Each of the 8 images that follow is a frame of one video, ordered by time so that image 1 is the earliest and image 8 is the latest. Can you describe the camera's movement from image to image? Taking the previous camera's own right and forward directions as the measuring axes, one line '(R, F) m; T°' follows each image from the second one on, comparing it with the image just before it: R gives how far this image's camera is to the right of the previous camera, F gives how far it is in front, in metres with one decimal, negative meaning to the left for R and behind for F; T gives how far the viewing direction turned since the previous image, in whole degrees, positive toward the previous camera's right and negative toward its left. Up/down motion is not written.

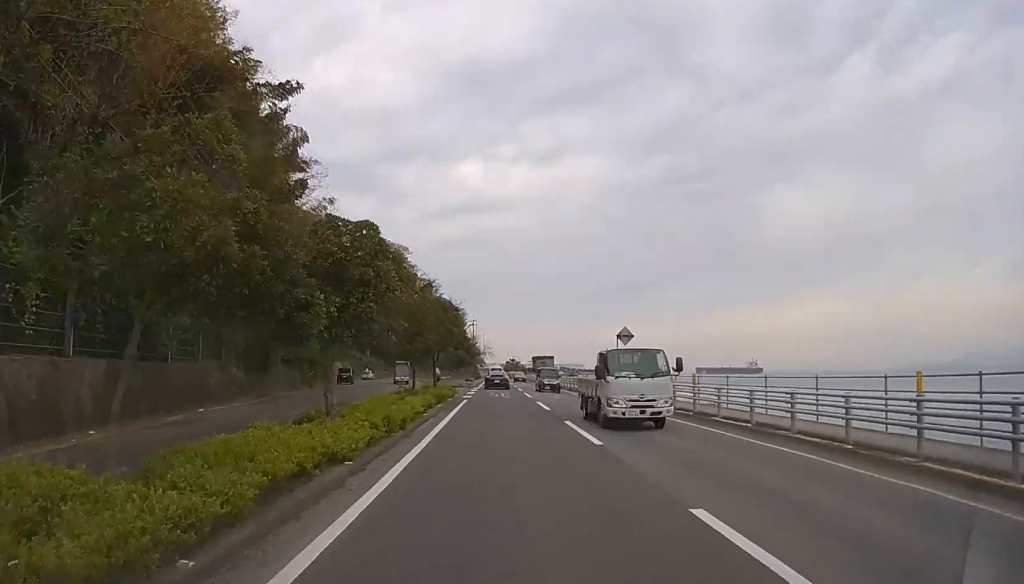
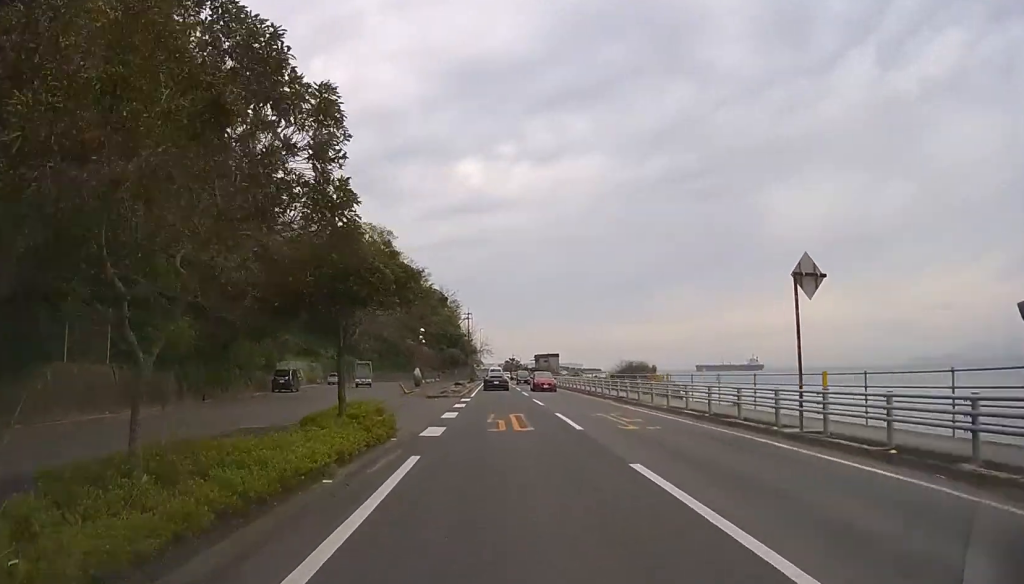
(-0.1, +18.1) m; 0°
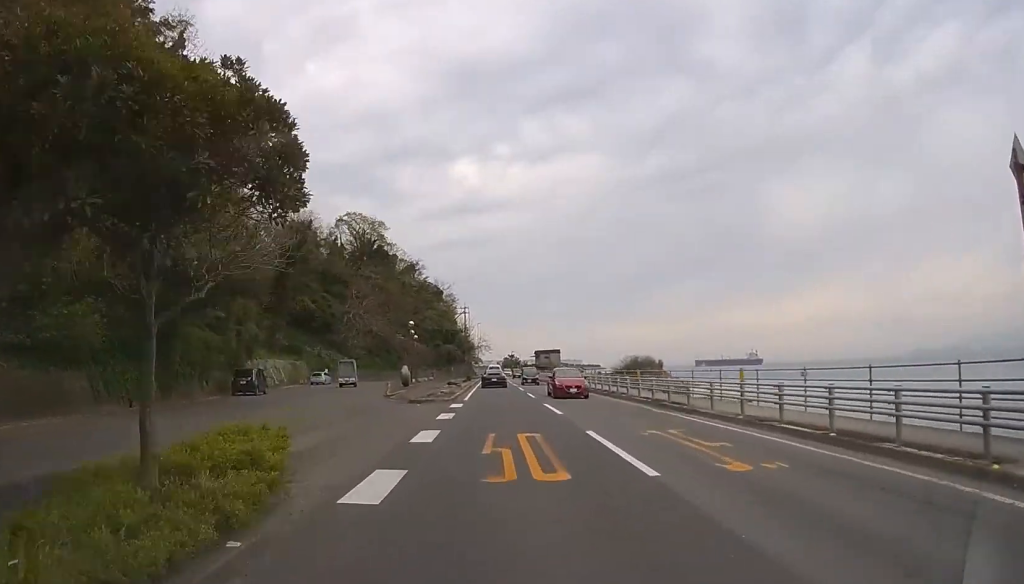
(0.0, +6.8) m; 0°
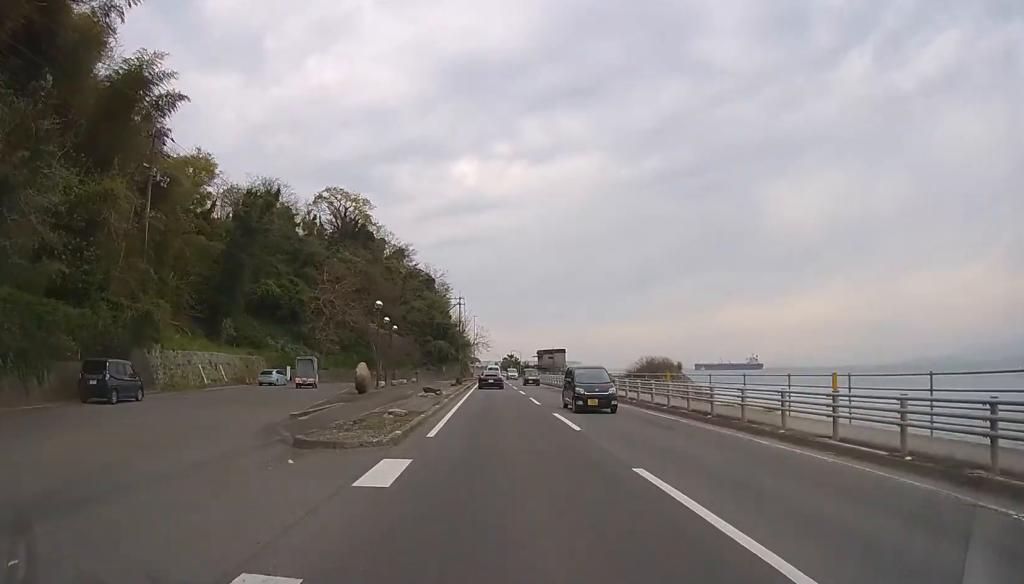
(0.0, +14.8) m; 0°
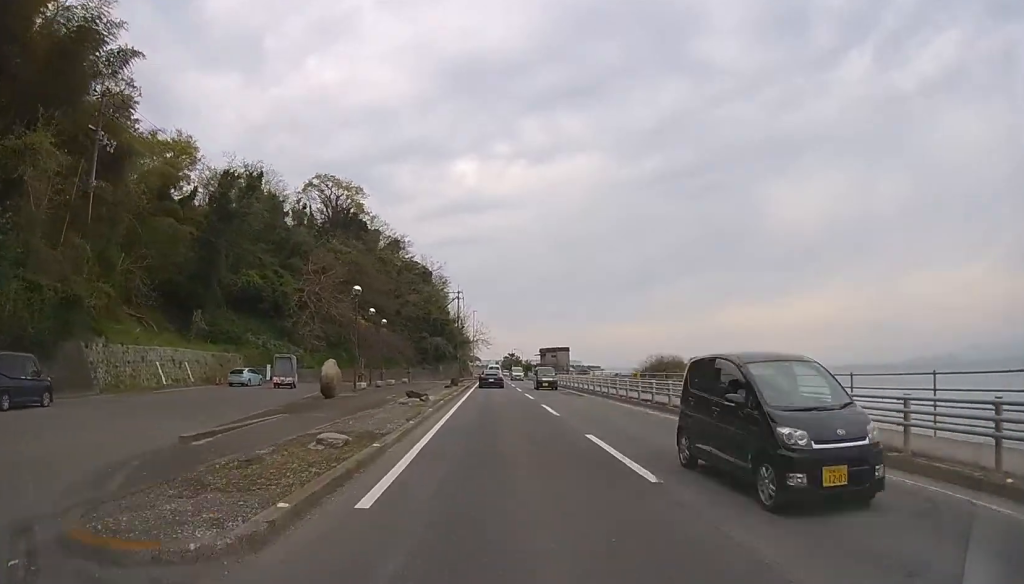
(0.0, +5.9) m; 0°
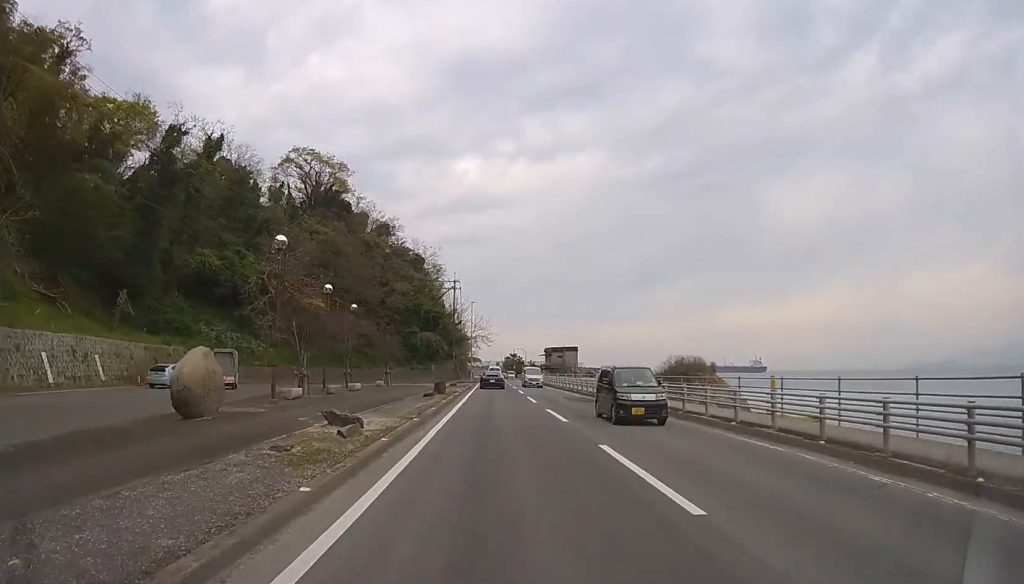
(0.0, +11.5) m; 0°
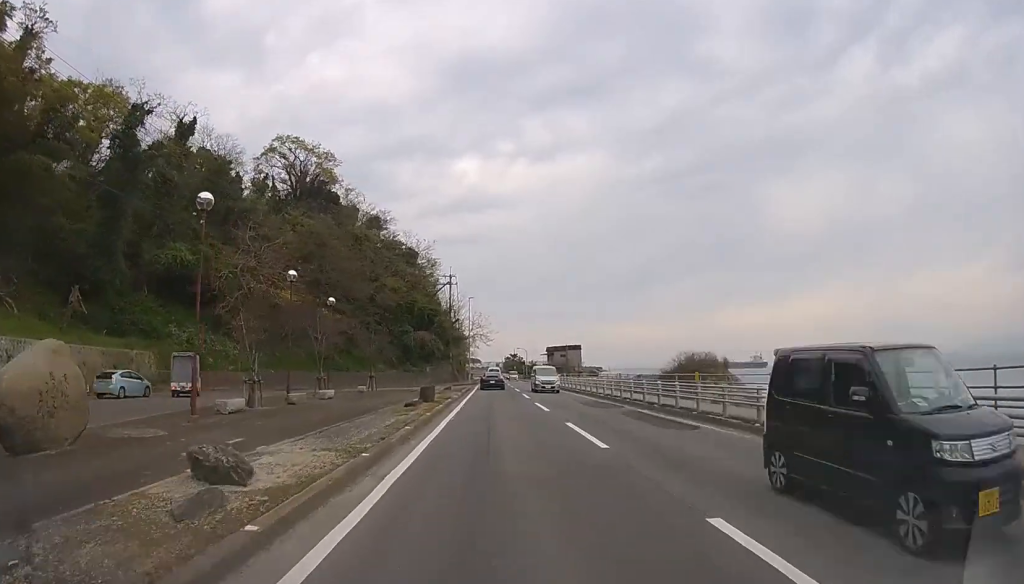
(0.0, +5.1) m; 0°
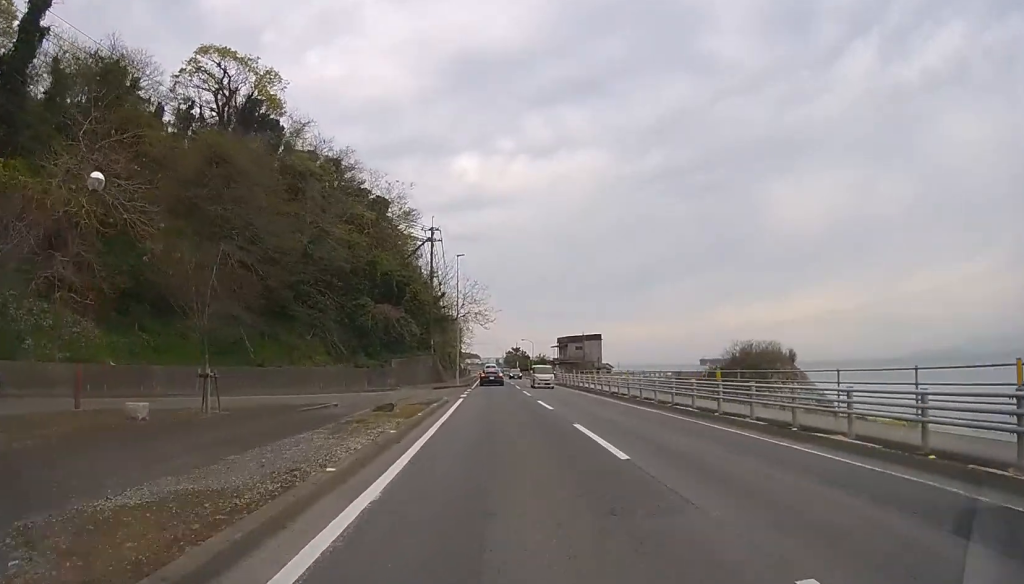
(0.0, +21.0) m; 0°
